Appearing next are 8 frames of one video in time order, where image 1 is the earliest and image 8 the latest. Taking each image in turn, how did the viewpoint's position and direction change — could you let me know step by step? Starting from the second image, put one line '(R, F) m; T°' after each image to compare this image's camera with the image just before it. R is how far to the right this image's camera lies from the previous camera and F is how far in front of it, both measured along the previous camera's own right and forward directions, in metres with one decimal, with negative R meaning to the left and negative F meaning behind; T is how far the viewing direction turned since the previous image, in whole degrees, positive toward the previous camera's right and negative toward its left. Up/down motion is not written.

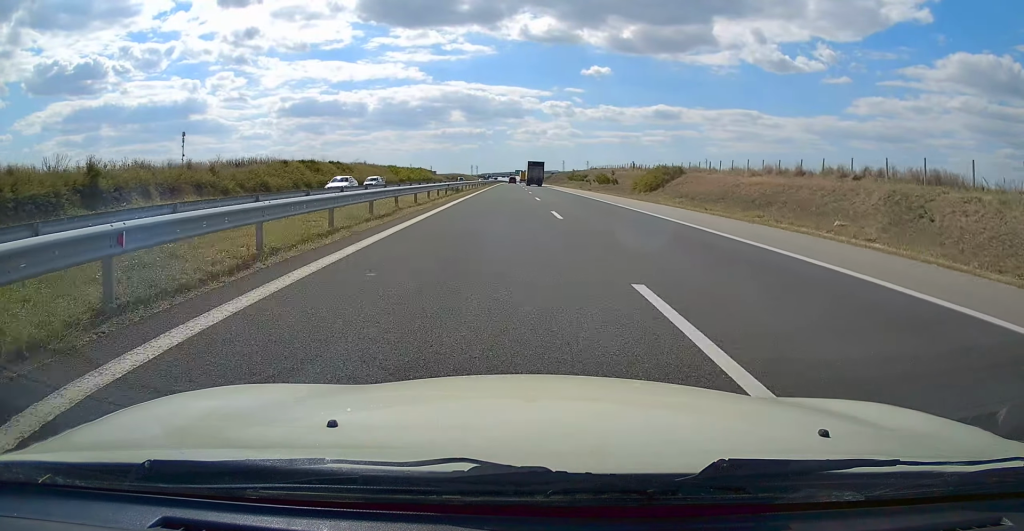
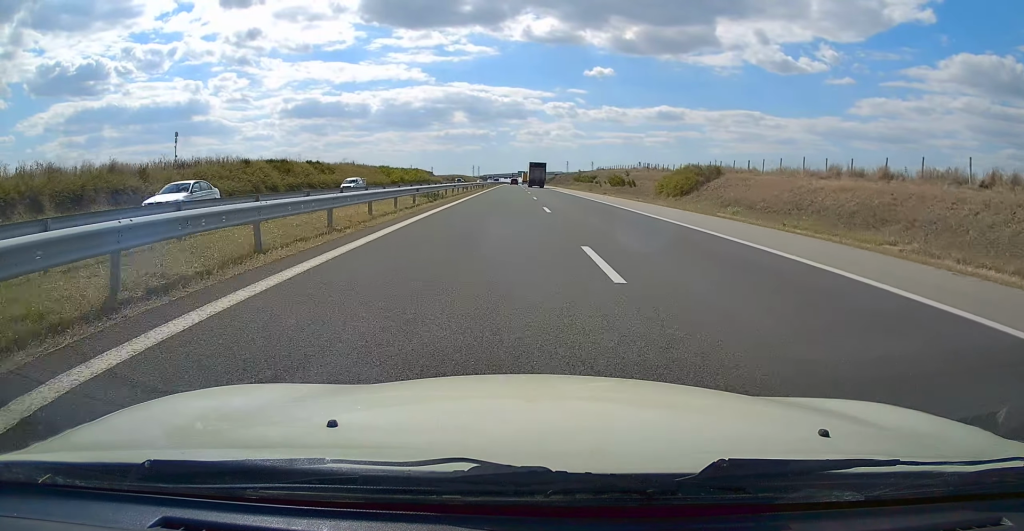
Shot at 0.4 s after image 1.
(0.0, +11.7) m; 0°
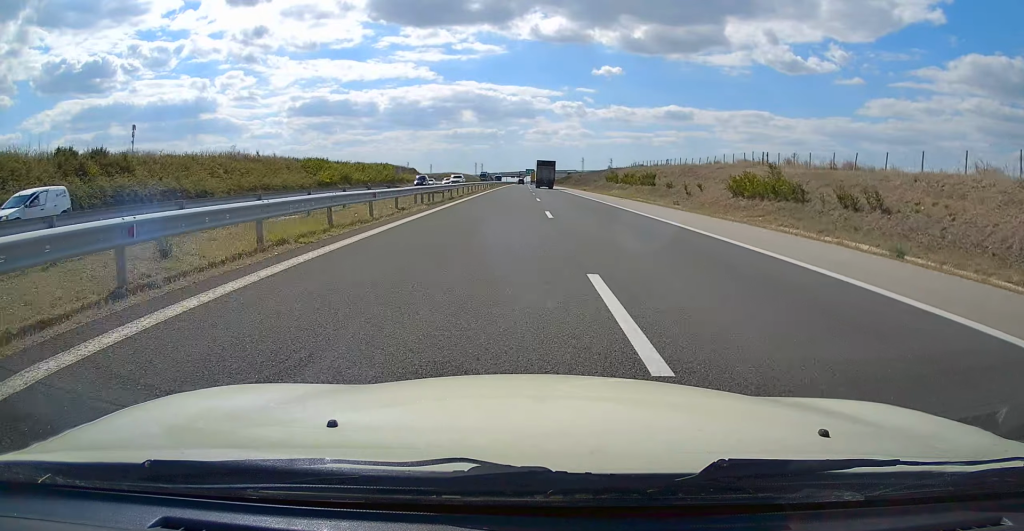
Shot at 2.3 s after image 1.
(-0.8, +51.1) m; -1°
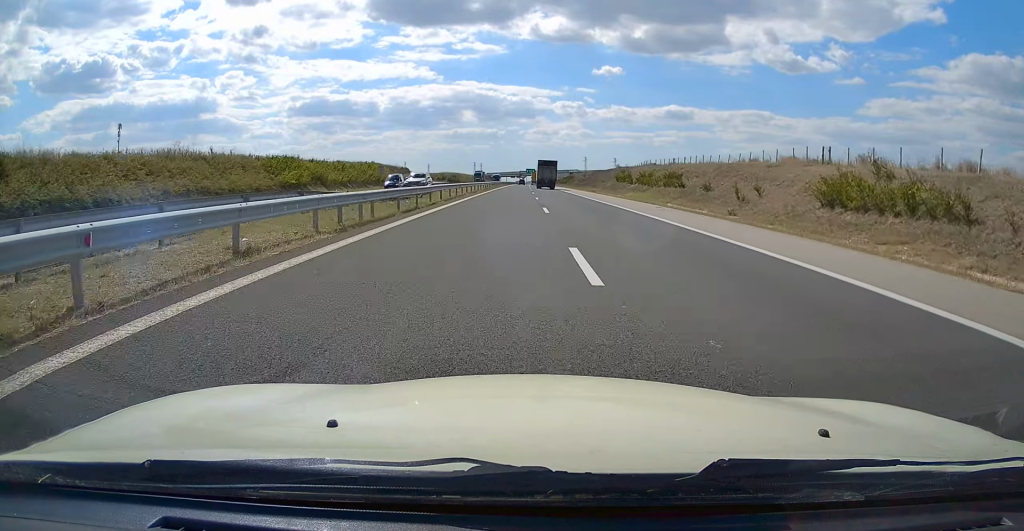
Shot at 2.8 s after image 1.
(+0.1, +12.6) m; 0°
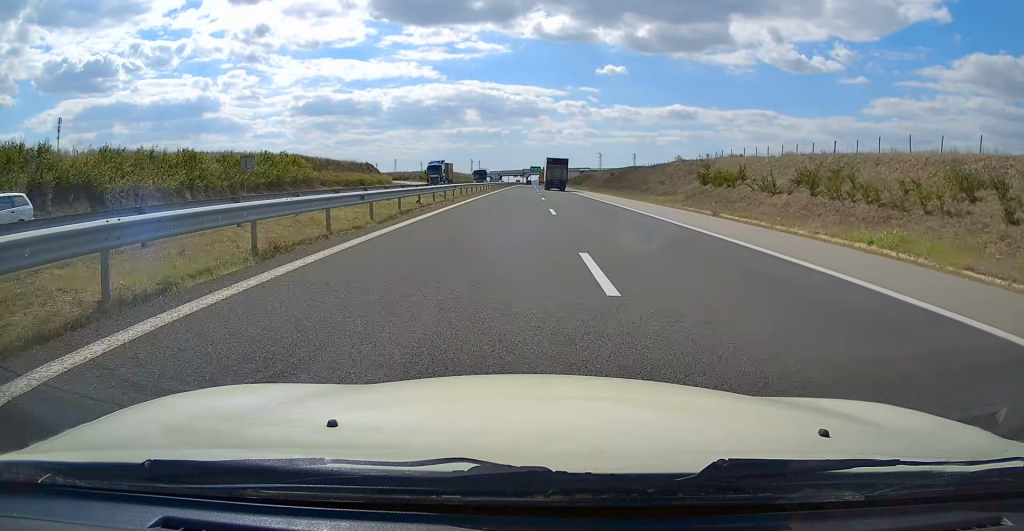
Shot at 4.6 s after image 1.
(-0.1, +48.3) m; -1°
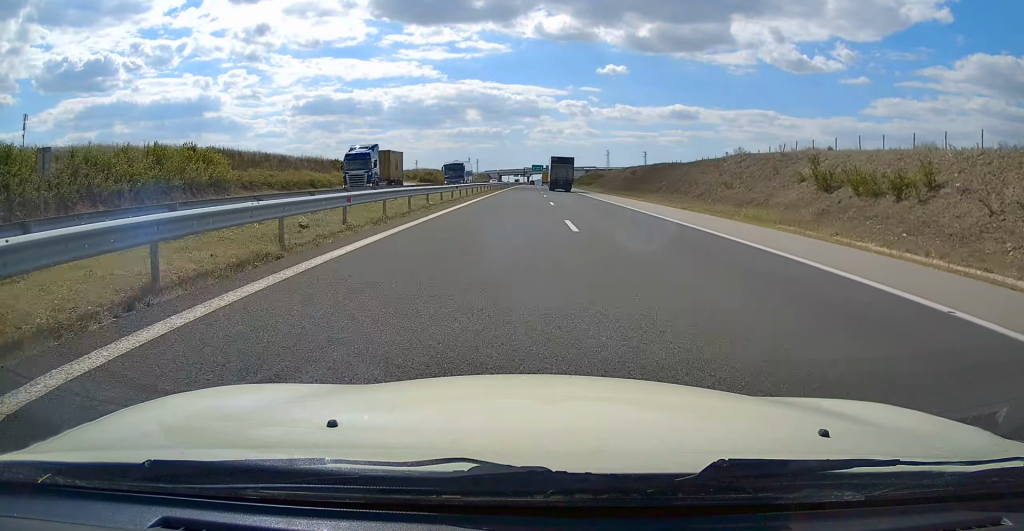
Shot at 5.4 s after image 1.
(0.0, +23.0) m; 0°
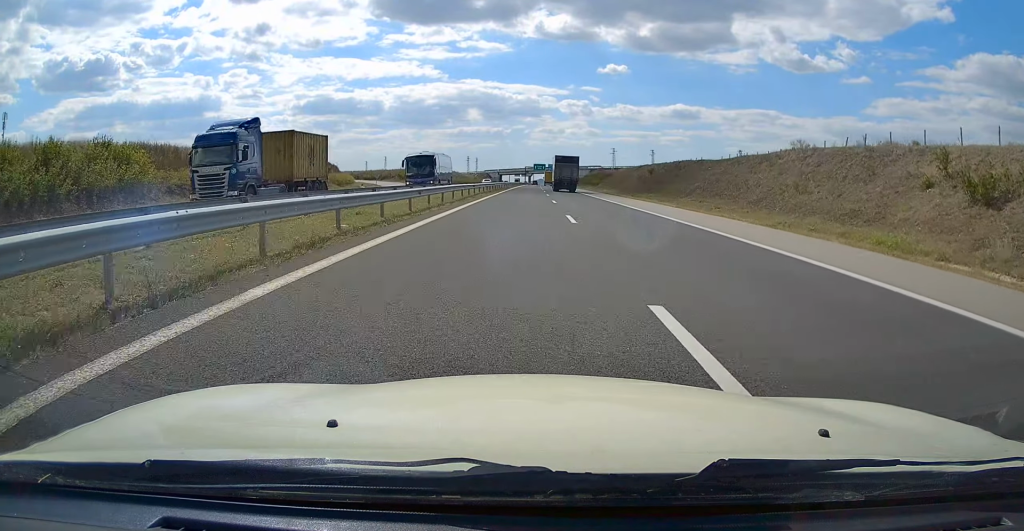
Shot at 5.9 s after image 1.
(0.0, +12.9) m; 0°
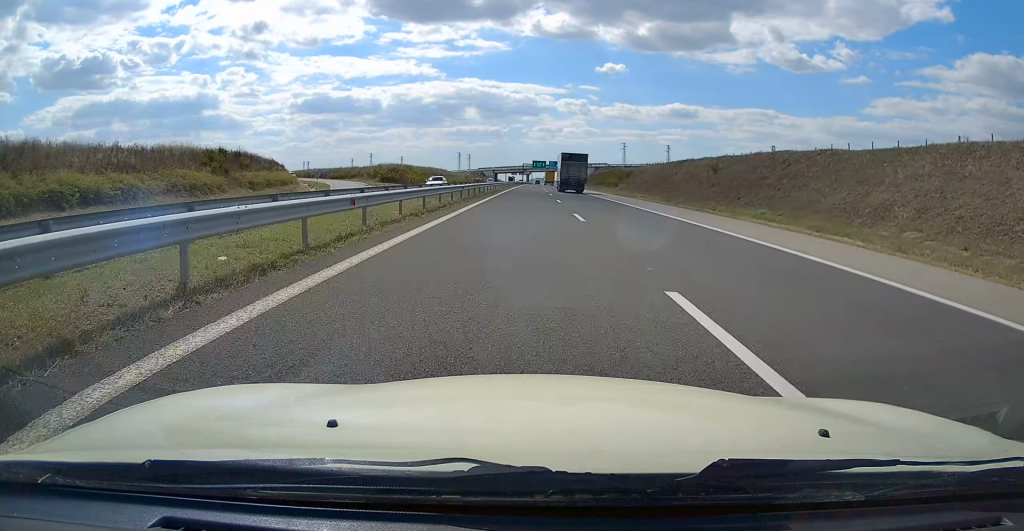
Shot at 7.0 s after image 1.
(0.0, +30.7) m; 0°
